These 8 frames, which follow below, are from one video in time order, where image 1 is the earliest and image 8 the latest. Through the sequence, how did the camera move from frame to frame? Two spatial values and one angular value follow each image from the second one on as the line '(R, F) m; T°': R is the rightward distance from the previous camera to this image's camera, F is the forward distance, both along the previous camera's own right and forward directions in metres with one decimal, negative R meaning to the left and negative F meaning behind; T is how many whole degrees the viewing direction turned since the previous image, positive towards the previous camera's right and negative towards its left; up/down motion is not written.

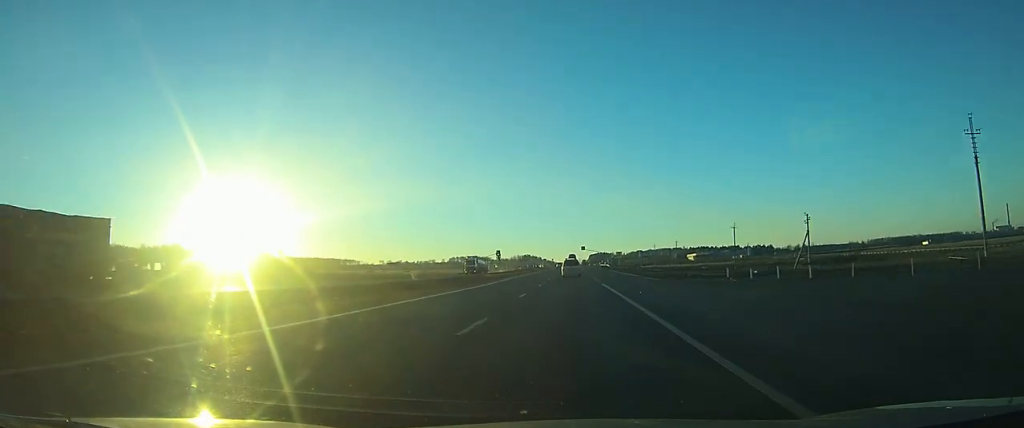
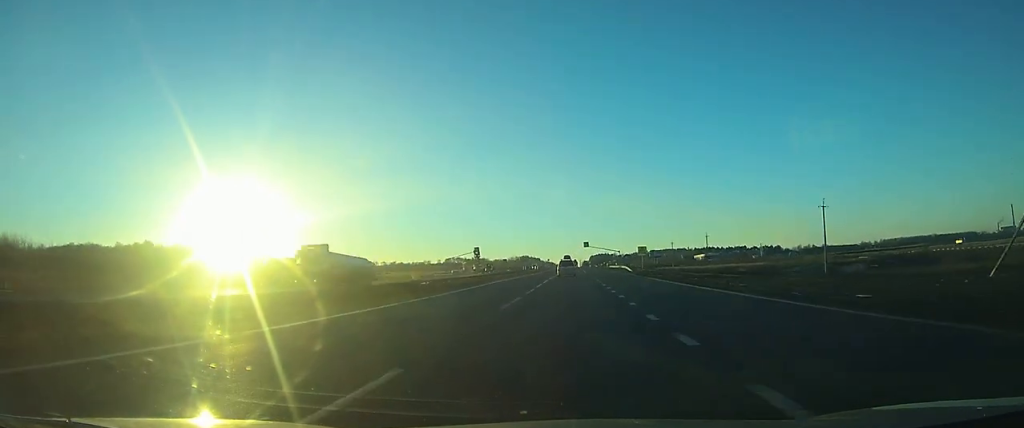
(0.0, +41.1) m; 0°
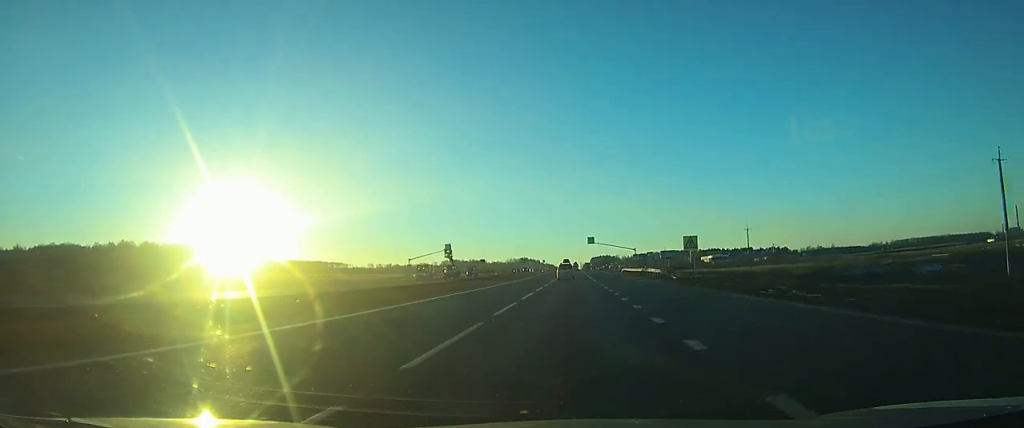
(0.0, +34.9) m; 0°
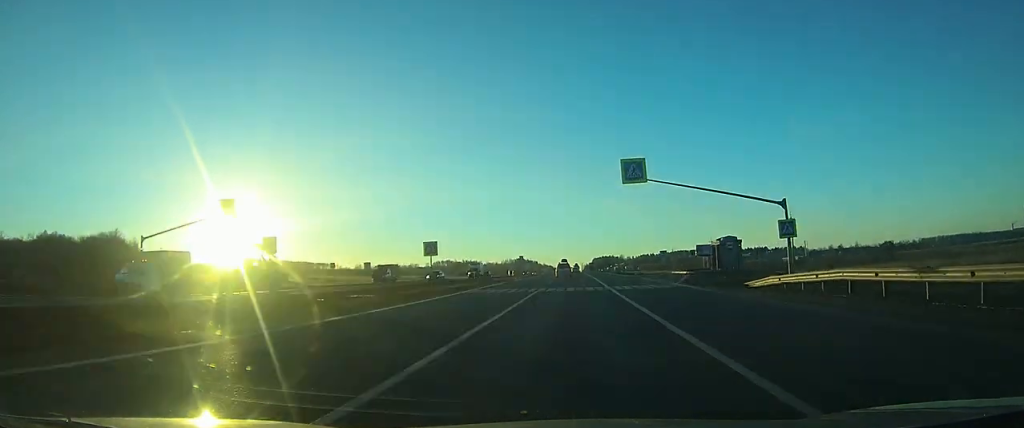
(+0.3, +75.1) m; 0°
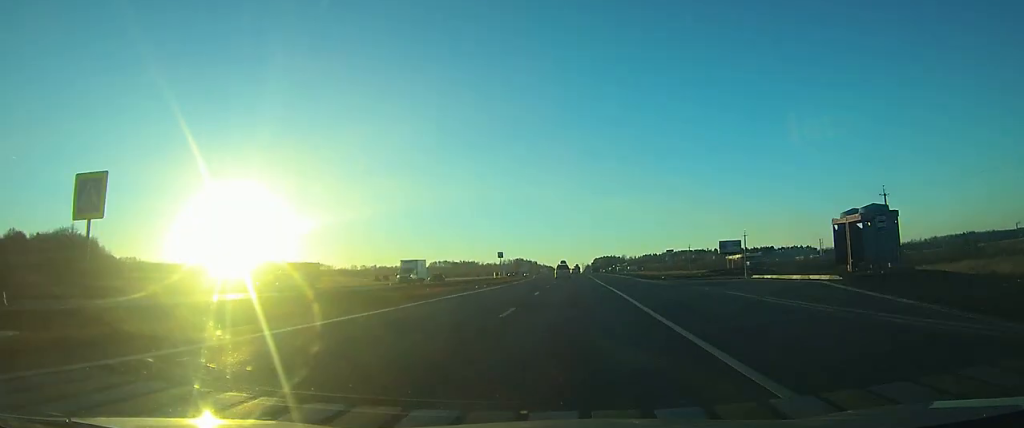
(0.0, +28.0) m; 0°
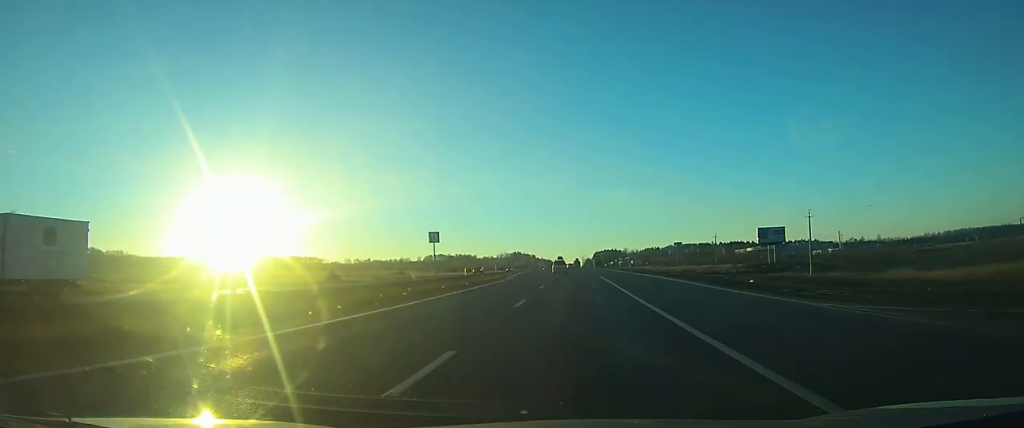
(-0.1, +31.5) m; 0°
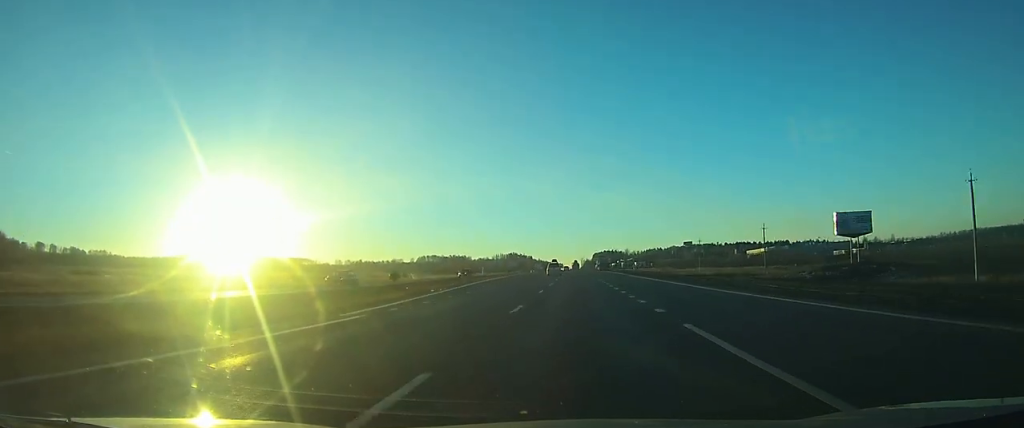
(0.0, +35.8) m; 0°
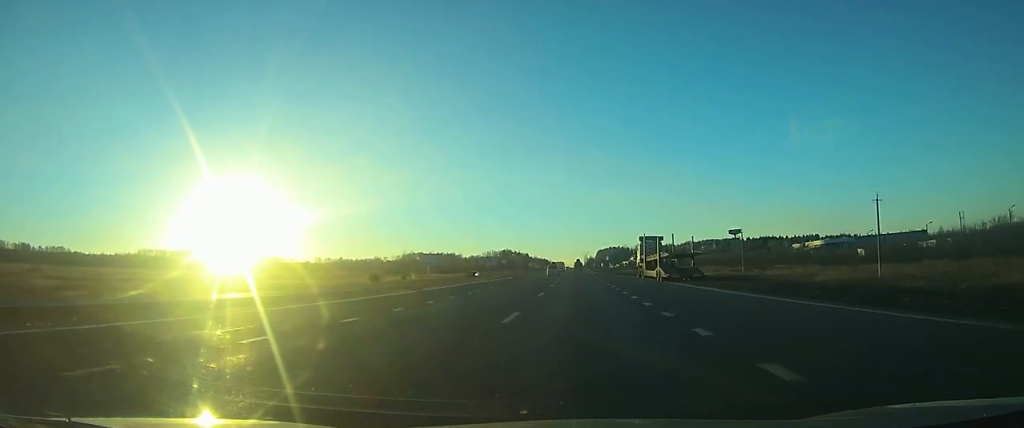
(+0.4, +98.3) m; 0°
